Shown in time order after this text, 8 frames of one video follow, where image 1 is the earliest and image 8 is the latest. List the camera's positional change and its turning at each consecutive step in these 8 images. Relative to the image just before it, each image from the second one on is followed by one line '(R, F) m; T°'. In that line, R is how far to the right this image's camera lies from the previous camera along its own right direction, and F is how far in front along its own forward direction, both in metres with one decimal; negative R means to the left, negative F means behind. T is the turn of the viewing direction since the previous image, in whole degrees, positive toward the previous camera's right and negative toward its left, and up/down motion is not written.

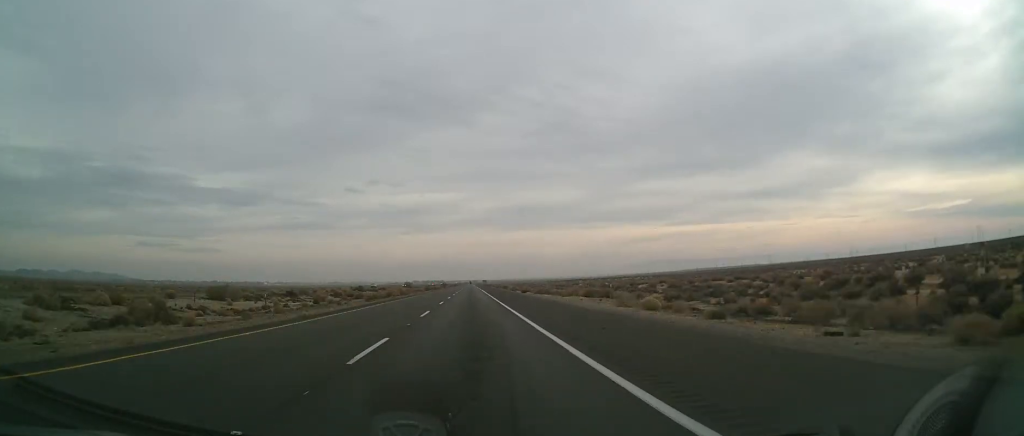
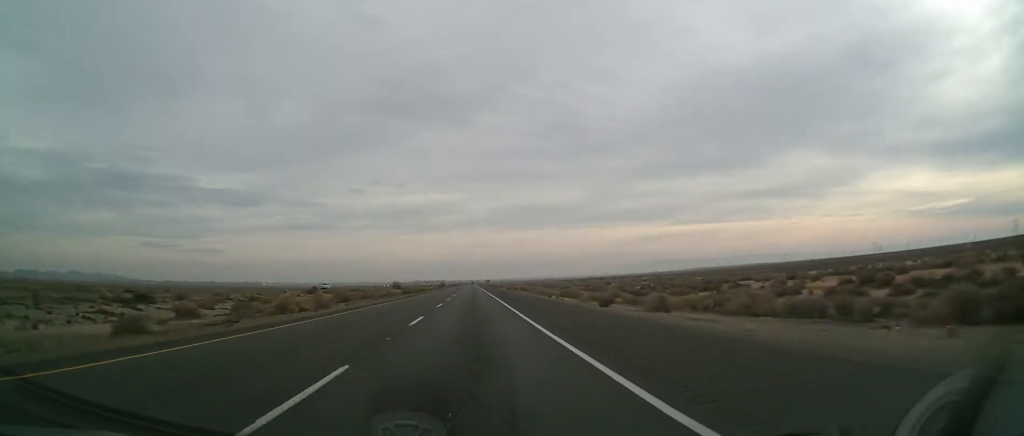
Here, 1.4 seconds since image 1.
(-0.2, +48.9) m; -1°
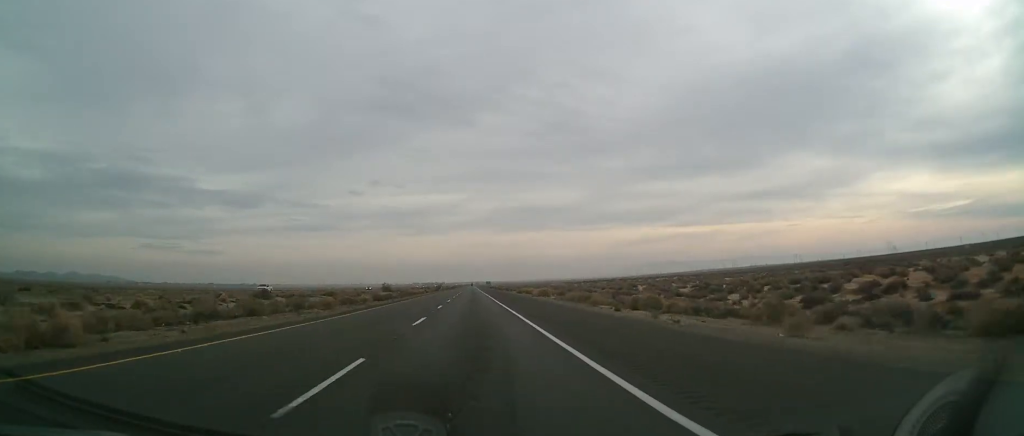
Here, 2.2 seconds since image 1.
(-0.4, +27.8) m; 0°
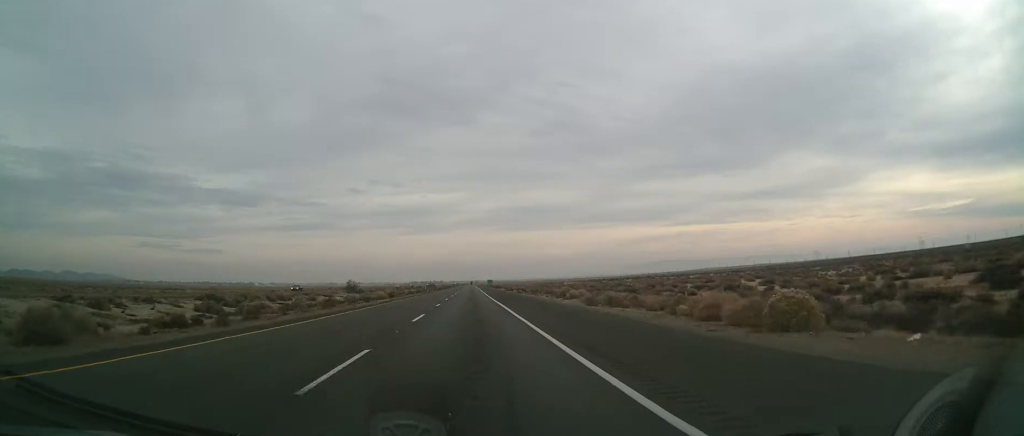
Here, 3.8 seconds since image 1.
(+0.2, +56.9) m; 0°
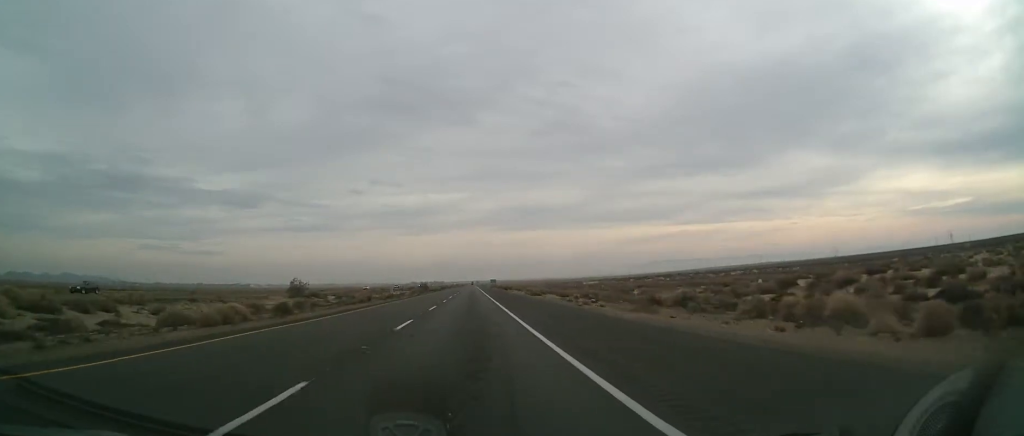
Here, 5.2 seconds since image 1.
(+0.4, +47.6) m; +1°
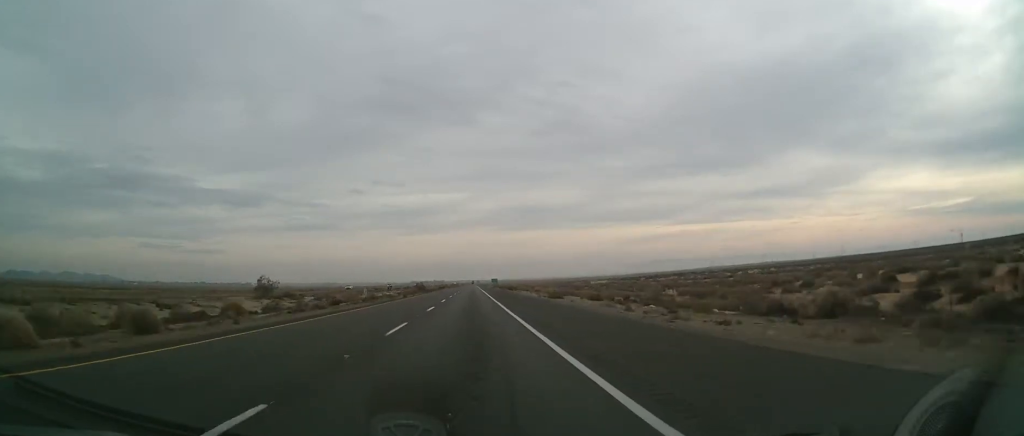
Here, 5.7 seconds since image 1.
(0.0, +16.3) m; 0°
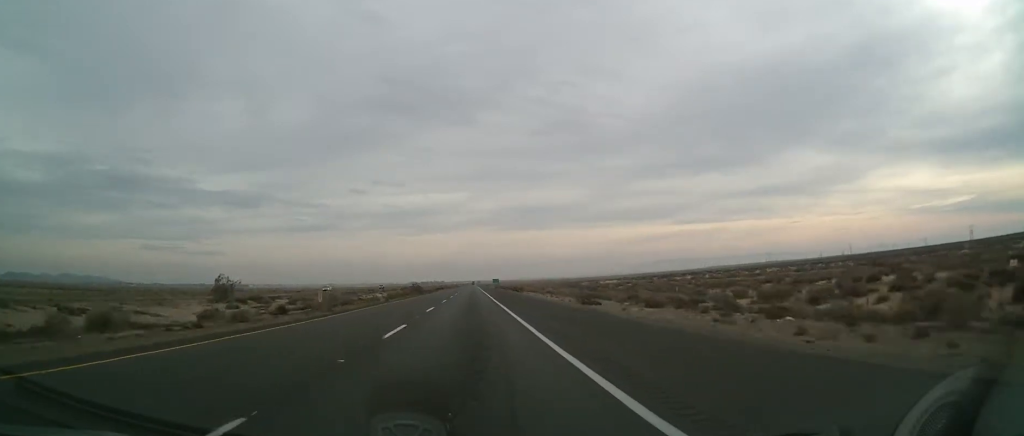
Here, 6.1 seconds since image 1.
(+0.1, +15.1) m; 0°
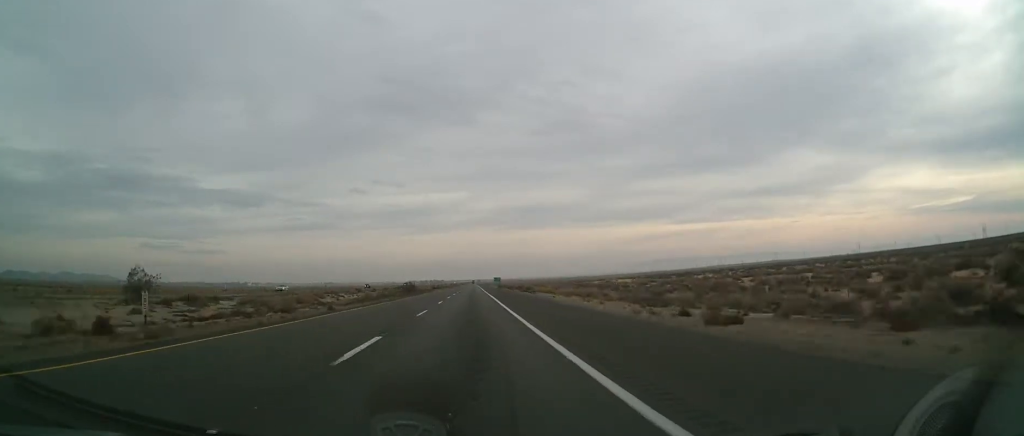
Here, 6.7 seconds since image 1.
(-0.2, +19.8) m; 0°
